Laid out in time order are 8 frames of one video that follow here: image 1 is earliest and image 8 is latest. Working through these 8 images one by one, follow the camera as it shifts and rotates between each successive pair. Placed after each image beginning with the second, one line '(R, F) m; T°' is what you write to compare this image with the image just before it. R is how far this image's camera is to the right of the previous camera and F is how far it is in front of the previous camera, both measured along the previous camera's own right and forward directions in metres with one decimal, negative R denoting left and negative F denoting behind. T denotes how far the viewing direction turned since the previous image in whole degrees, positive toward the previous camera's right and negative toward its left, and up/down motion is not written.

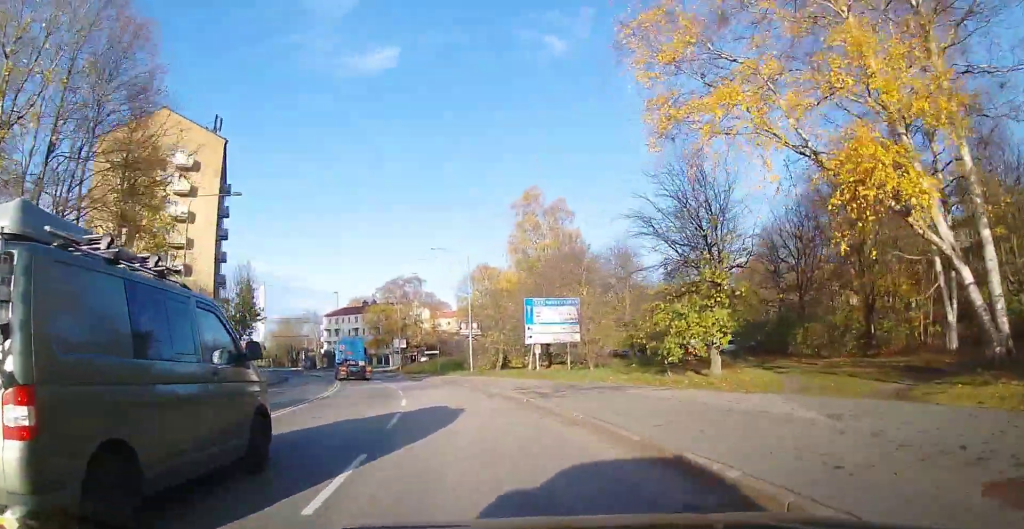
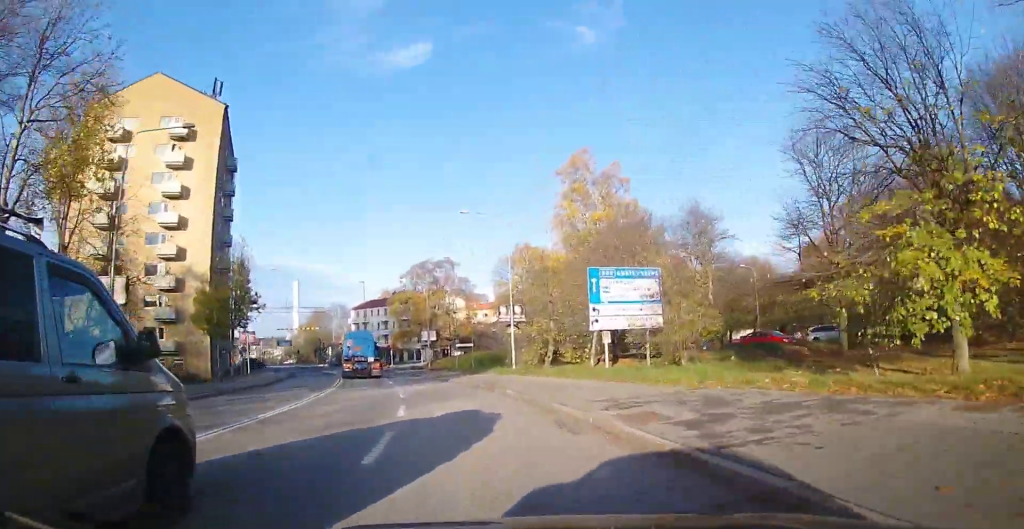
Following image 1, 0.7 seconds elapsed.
(-0.1, +10.1) m; -3°
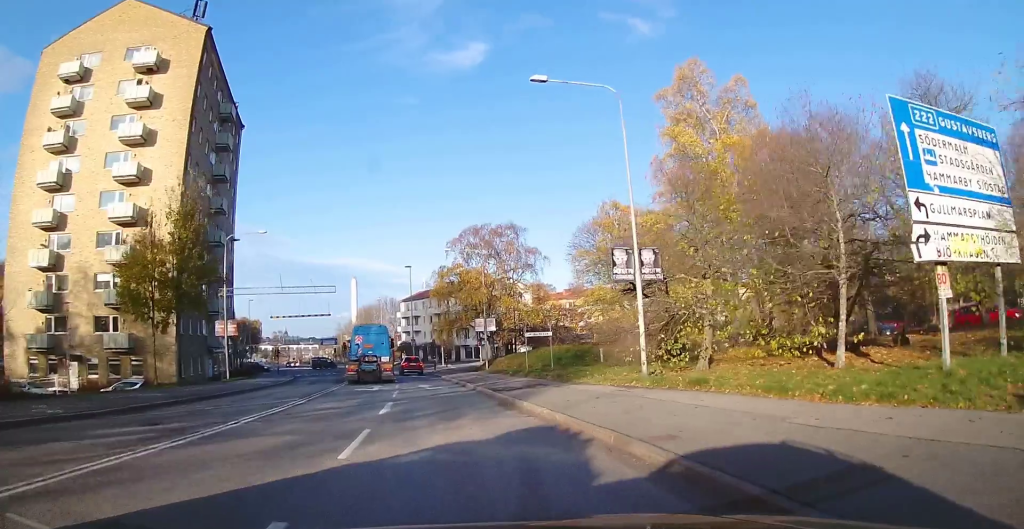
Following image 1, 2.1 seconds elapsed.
(-1.2, +17.9) m; -7°
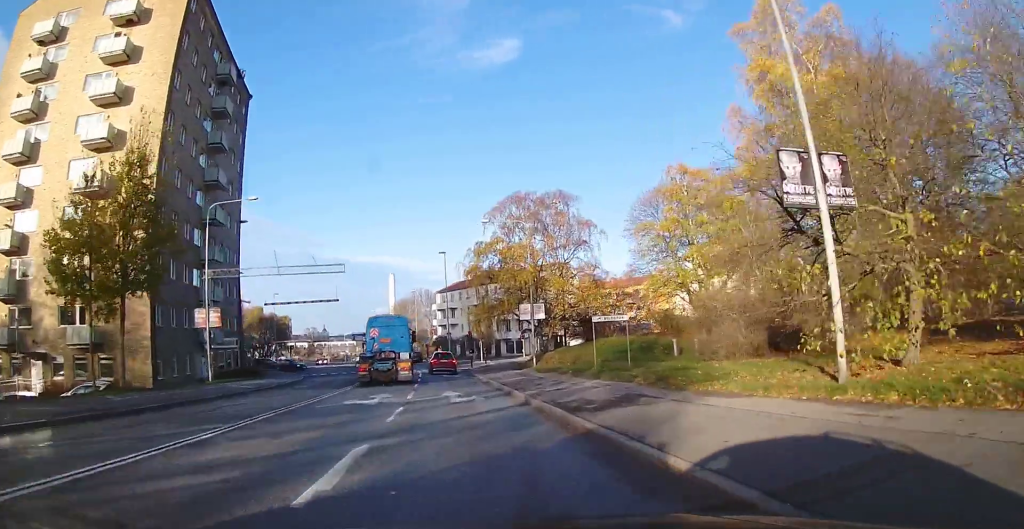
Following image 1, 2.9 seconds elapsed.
(-0.2, +9.0) m; -3°
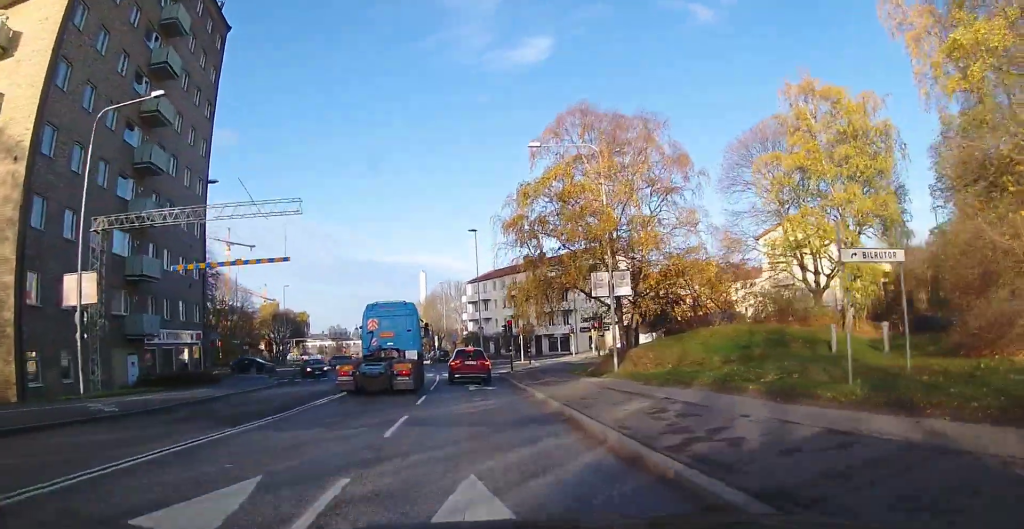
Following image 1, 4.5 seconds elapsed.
(-1.1, +16.3) m; -7°
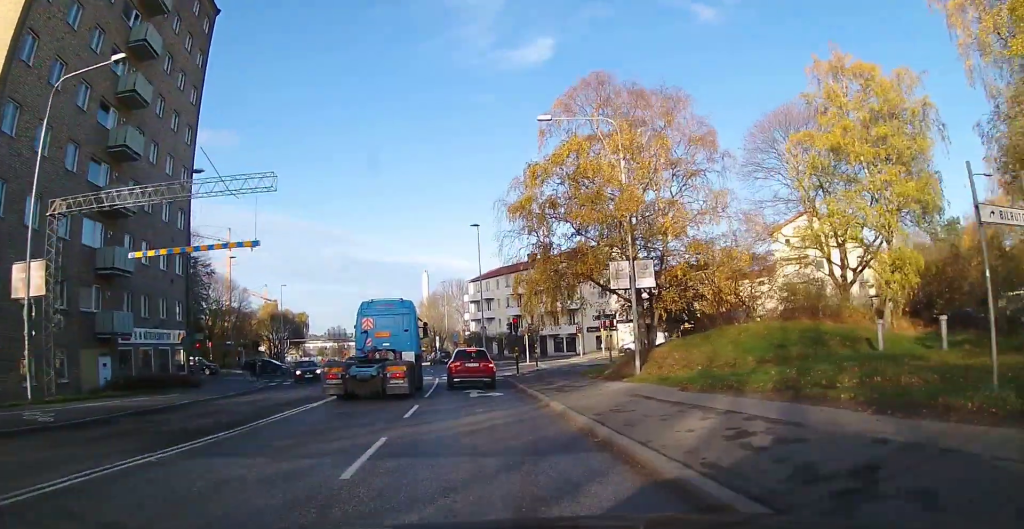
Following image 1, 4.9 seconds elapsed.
(-0.1, +3.6) m; -2°
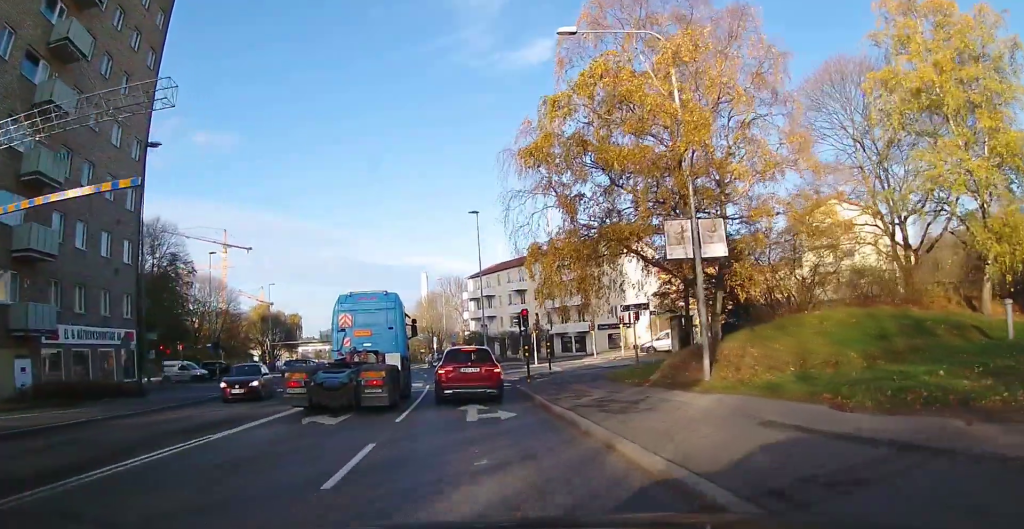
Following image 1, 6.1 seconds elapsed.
(-0.2, +7.0) m; 0°
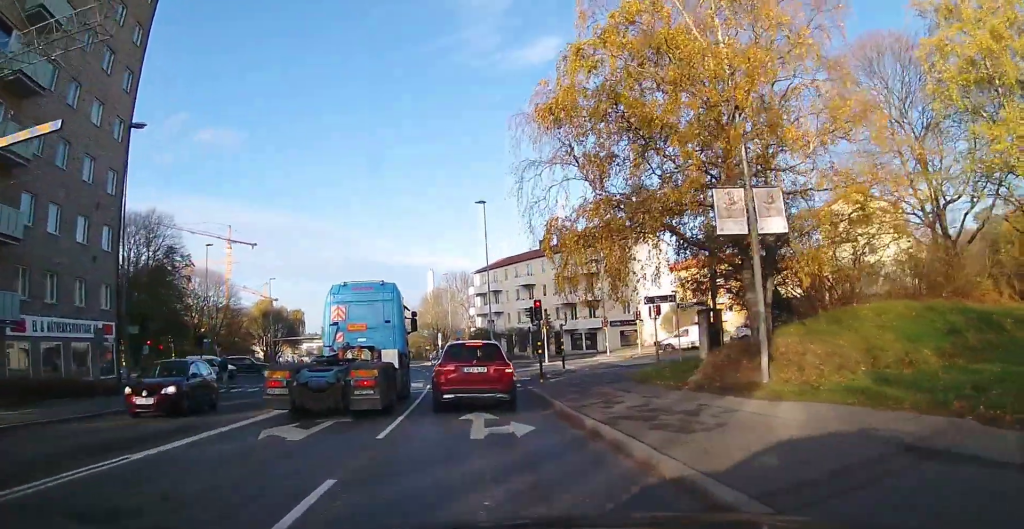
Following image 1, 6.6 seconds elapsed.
(+0.1, +2.6) m; -1°
